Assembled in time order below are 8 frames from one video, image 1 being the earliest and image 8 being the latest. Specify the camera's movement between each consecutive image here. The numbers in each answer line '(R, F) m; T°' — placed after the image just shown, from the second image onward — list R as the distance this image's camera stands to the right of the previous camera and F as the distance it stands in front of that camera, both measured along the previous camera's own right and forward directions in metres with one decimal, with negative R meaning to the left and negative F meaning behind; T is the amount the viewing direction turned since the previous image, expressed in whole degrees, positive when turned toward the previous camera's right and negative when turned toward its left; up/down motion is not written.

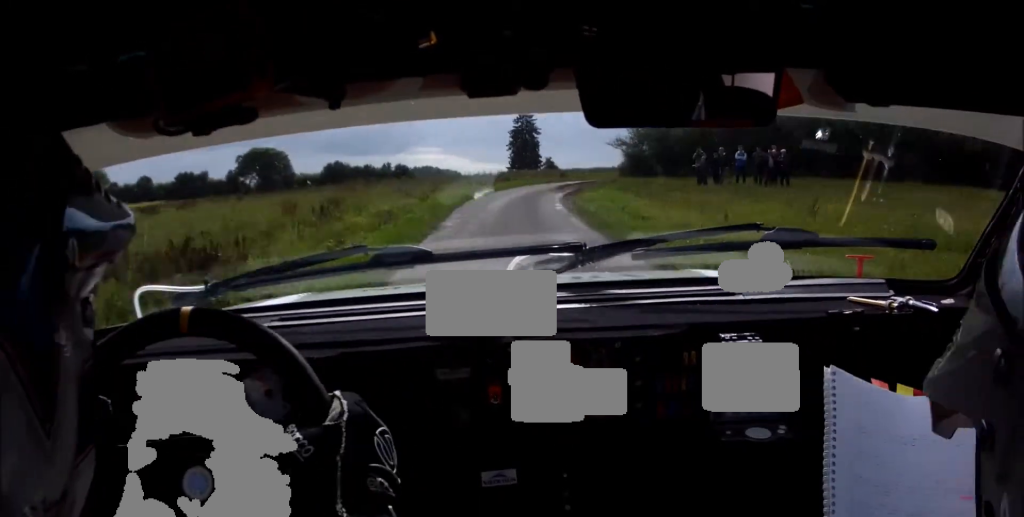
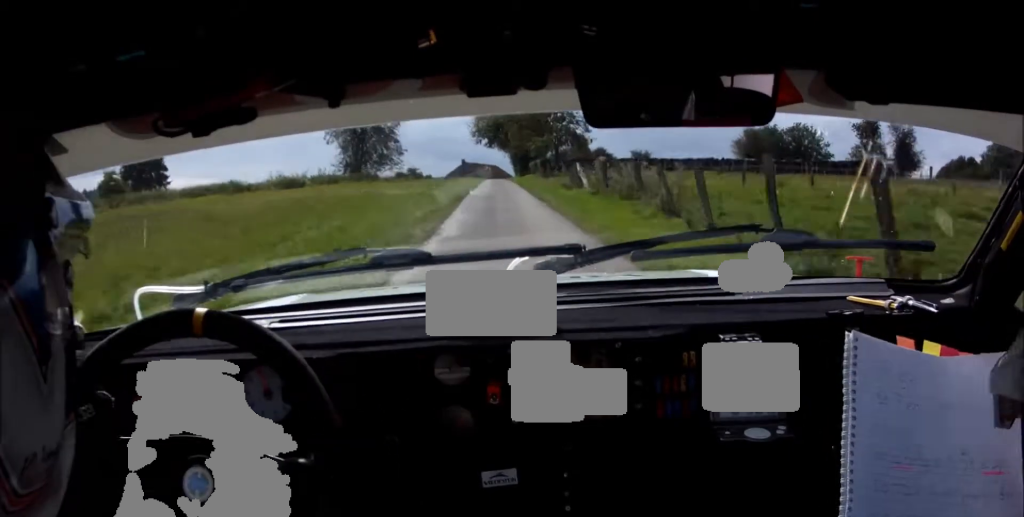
(+15.8, +80.1) m; +17°
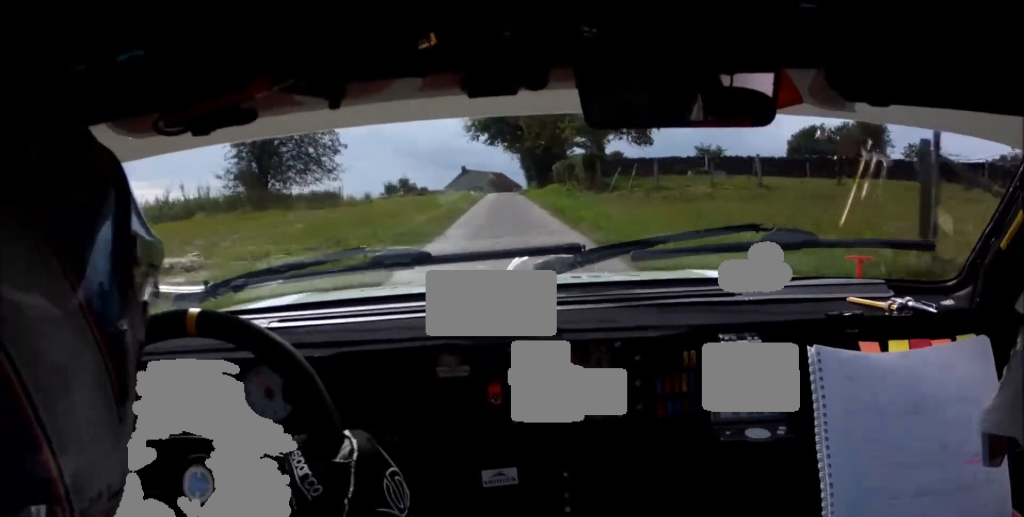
(+0.2, +27.6) m; 0°
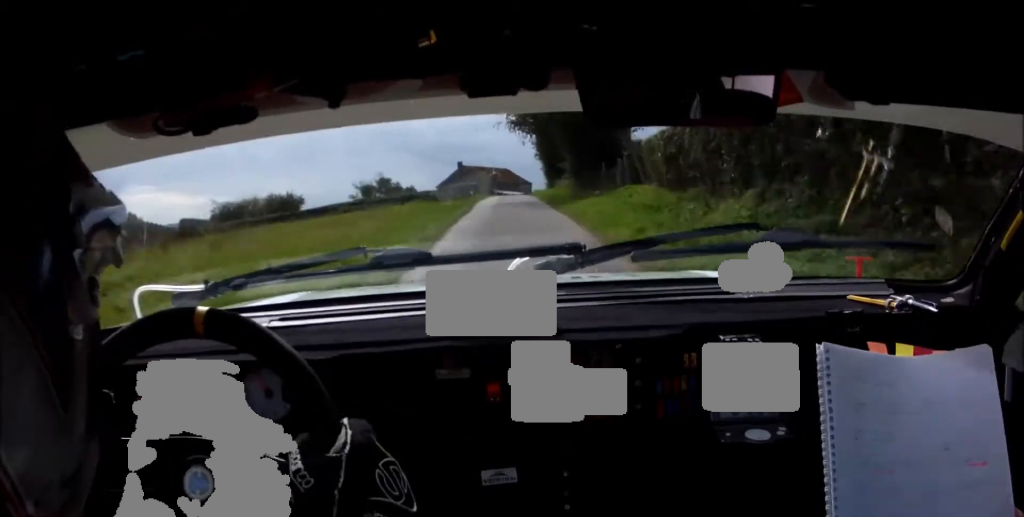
(-0.1, +30.9) m; 0°
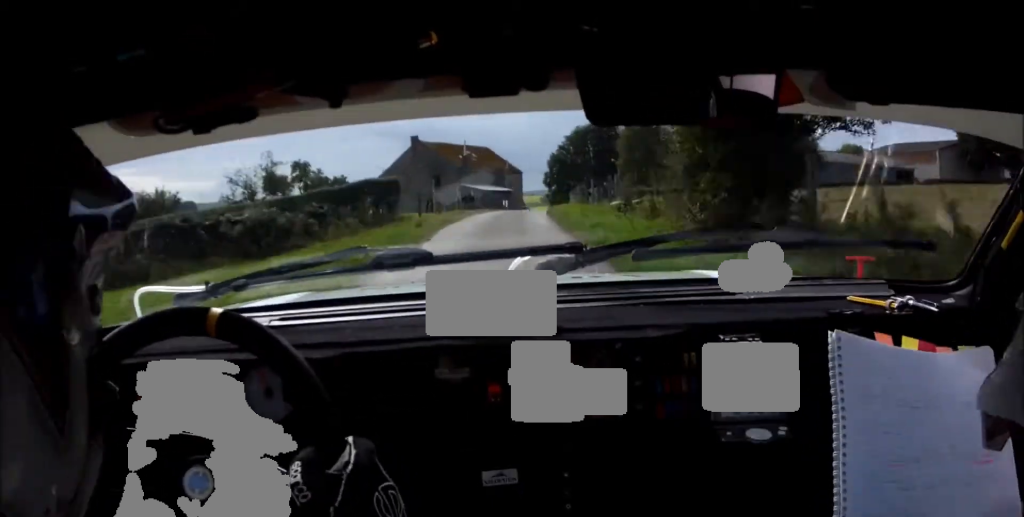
(+0.4, +42.1) m; +2°
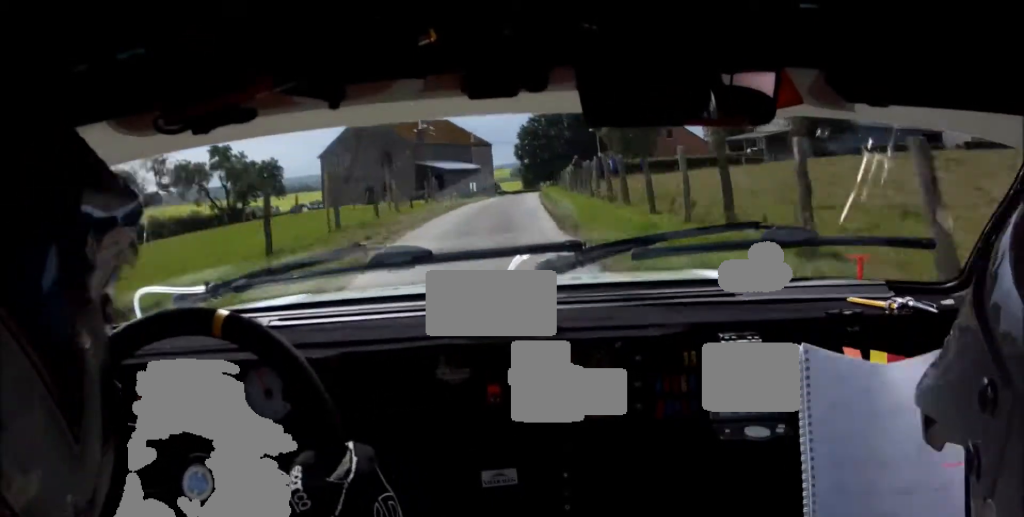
(0.0, +14.6) m; +1°
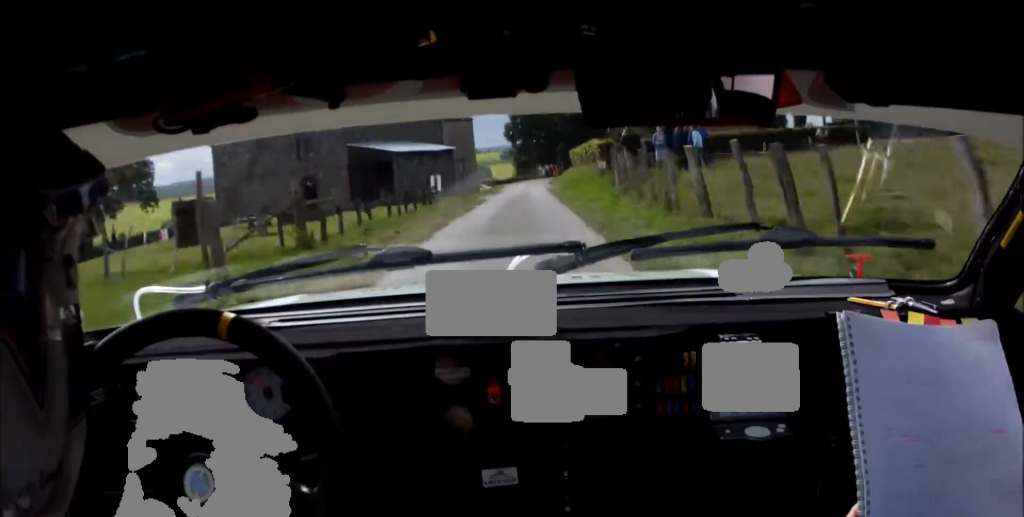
(+0.3, +23.8) m; +2°
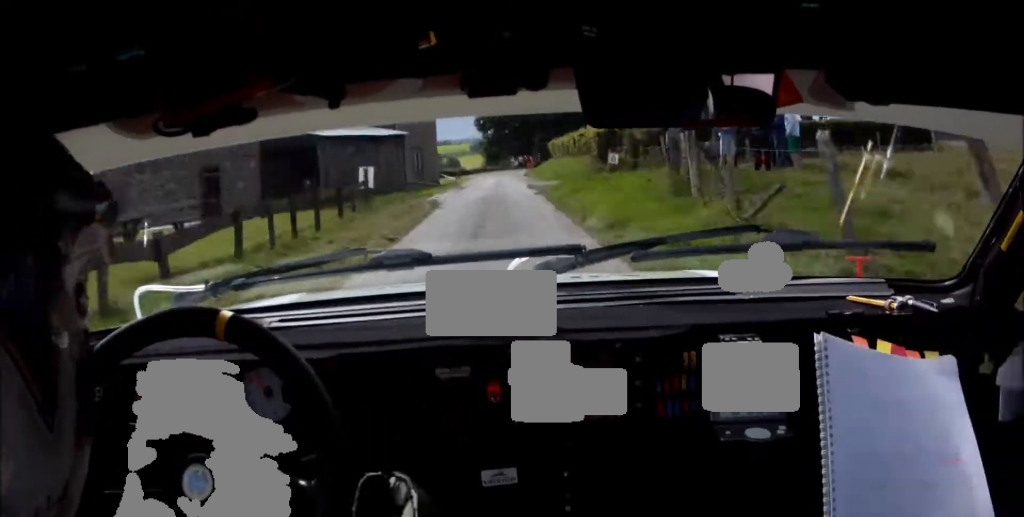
(+0.3, +10.8) m; +1°
